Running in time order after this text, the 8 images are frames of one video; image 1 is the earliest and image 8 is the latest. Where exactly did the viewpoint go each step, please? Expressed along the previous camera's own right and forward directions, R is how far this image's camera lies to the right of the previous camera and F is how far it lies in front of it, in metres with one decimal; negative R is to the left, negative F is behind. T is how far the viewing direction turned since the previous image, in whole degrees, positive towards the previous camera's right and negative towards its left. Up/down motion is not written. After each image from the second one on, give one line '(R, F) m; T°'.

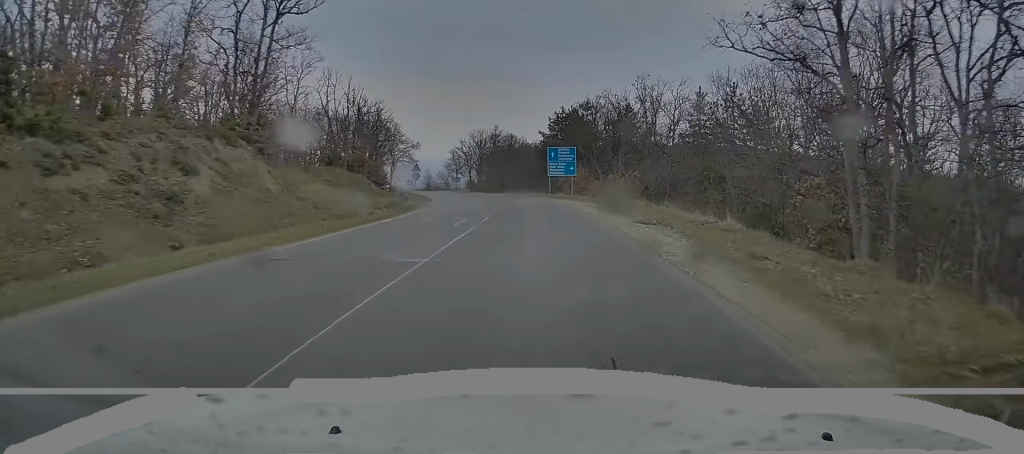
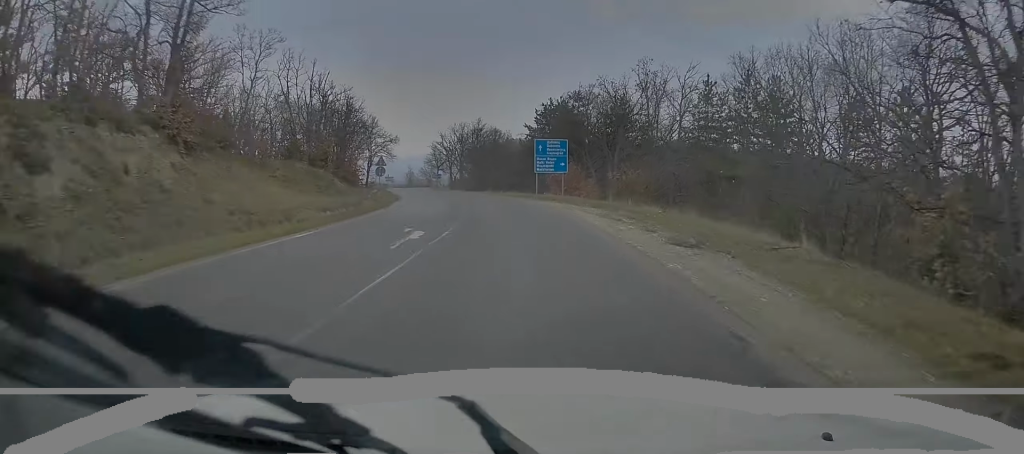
(+0.2, +6.2) m; +1°
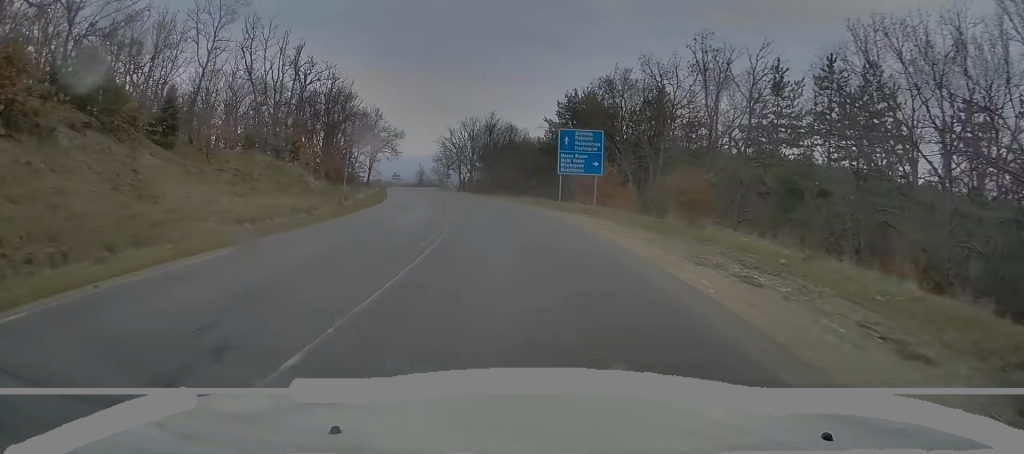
(0.0, +10.4) m; -1°
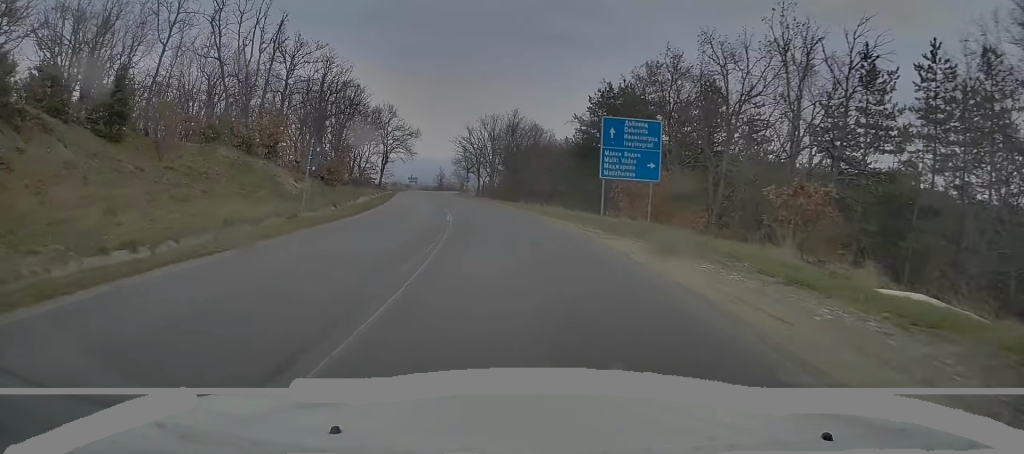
(-0.1, +7.8) m; -2°
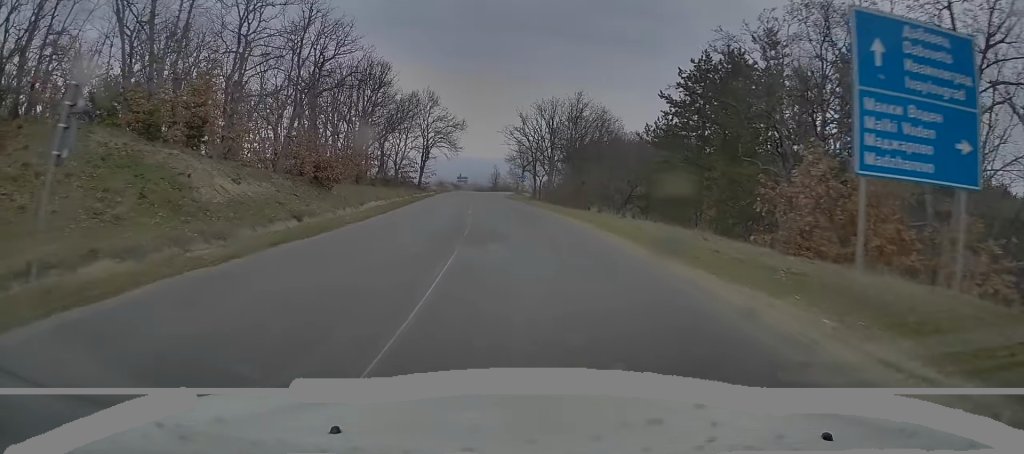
(-0.6, +14.1) m; -6°
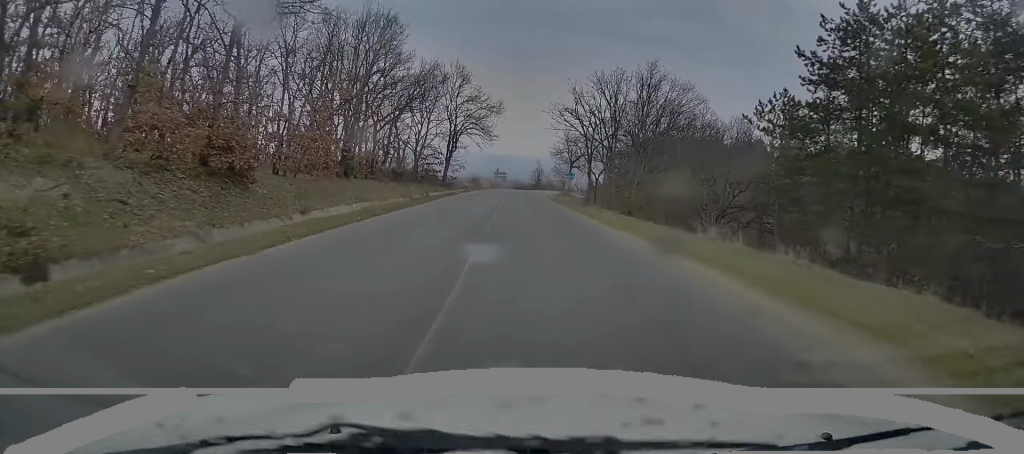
(-0.8, +15.1) m; -5°
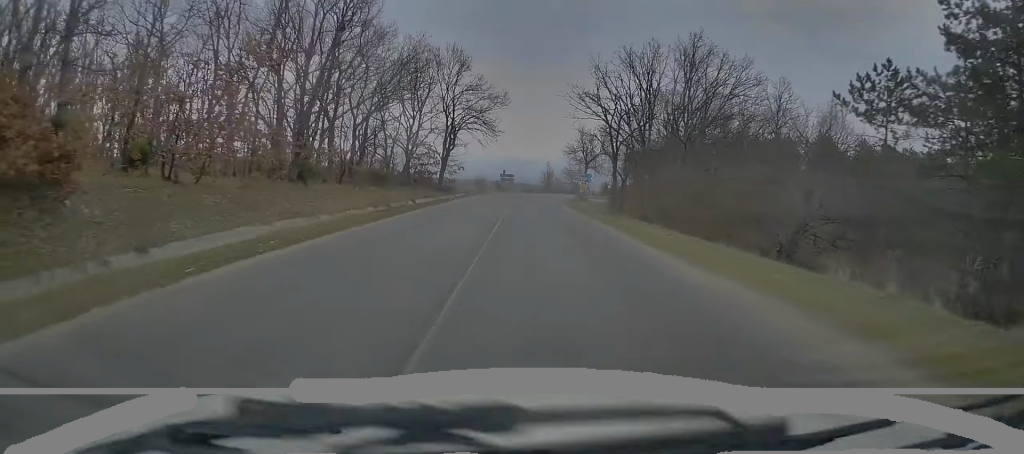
(-0.2, +9.7) m; -1°
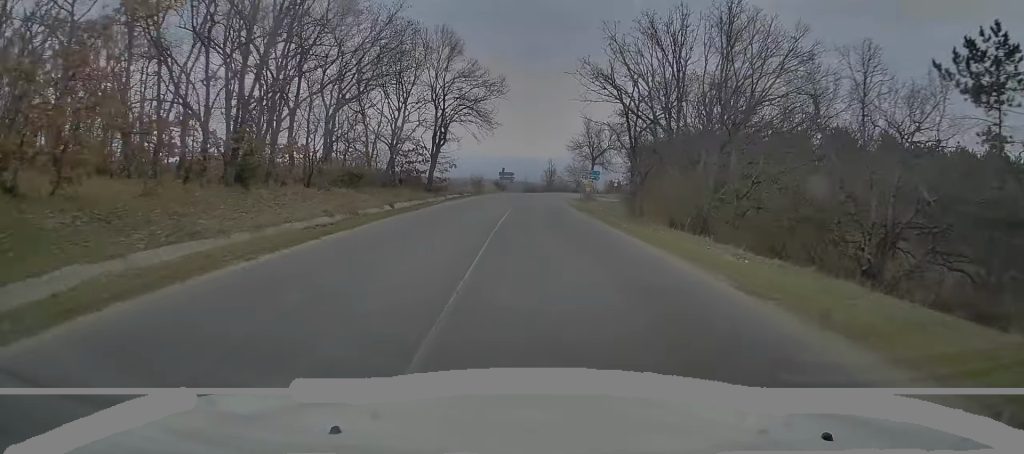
(0.0, +6.5) m; 0°
